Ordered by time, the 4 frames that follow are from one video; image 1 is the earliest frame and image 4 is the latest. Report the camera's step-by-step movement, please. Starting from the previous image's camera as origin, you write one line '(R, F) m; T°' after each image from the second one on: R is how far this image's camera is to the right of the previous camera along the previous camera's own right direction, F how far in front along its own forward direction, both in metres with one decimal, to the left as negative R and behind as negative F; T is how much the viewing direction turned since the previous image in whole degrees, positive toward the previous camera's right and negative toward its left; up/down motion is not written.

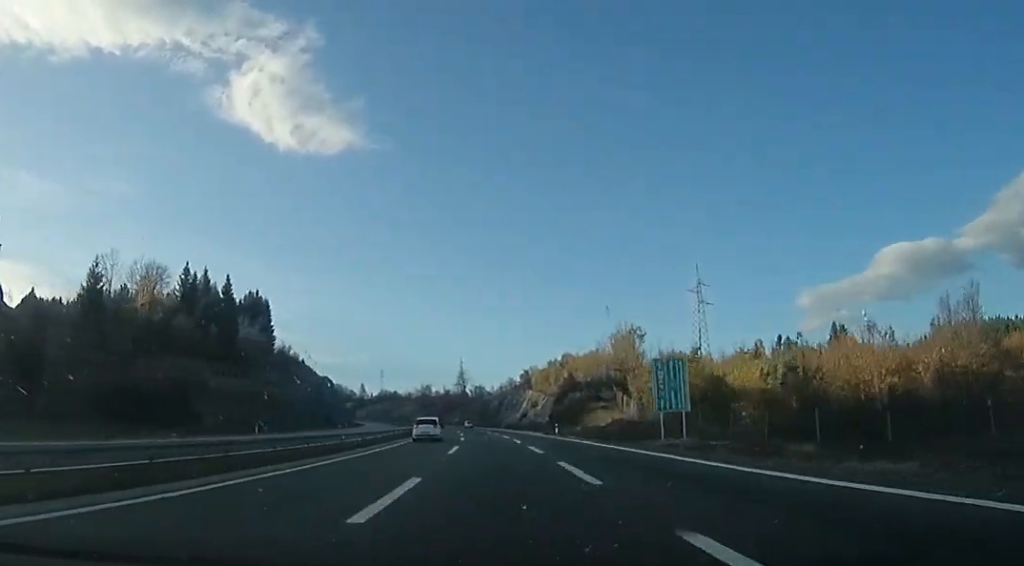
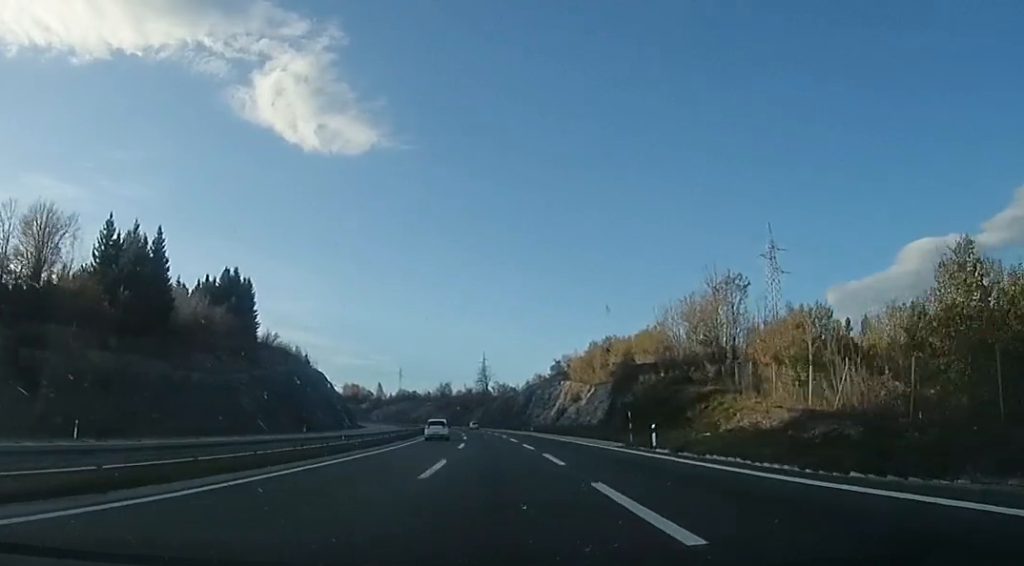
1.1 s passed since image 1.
(-1.0, +29.8) m; -3°
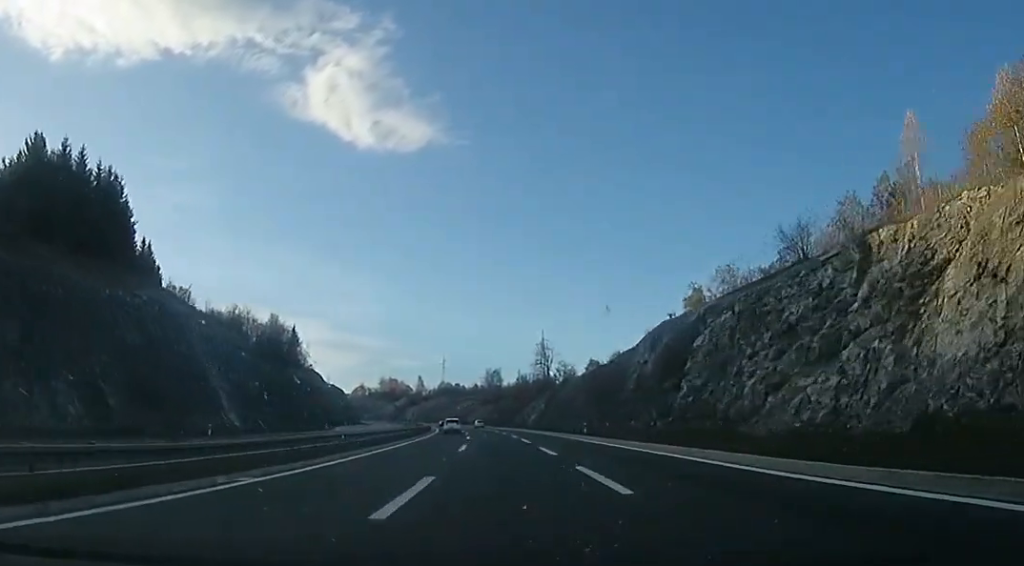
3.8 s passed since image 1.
(-2.1, +78.6) m; -2°
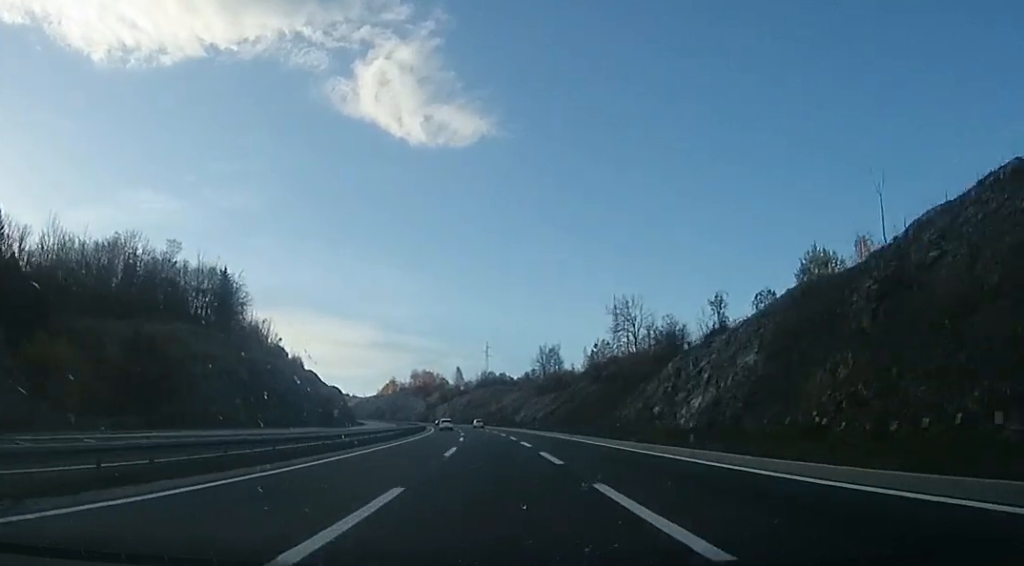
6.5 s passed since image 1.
(-5.2, +75.4) m; -6°
